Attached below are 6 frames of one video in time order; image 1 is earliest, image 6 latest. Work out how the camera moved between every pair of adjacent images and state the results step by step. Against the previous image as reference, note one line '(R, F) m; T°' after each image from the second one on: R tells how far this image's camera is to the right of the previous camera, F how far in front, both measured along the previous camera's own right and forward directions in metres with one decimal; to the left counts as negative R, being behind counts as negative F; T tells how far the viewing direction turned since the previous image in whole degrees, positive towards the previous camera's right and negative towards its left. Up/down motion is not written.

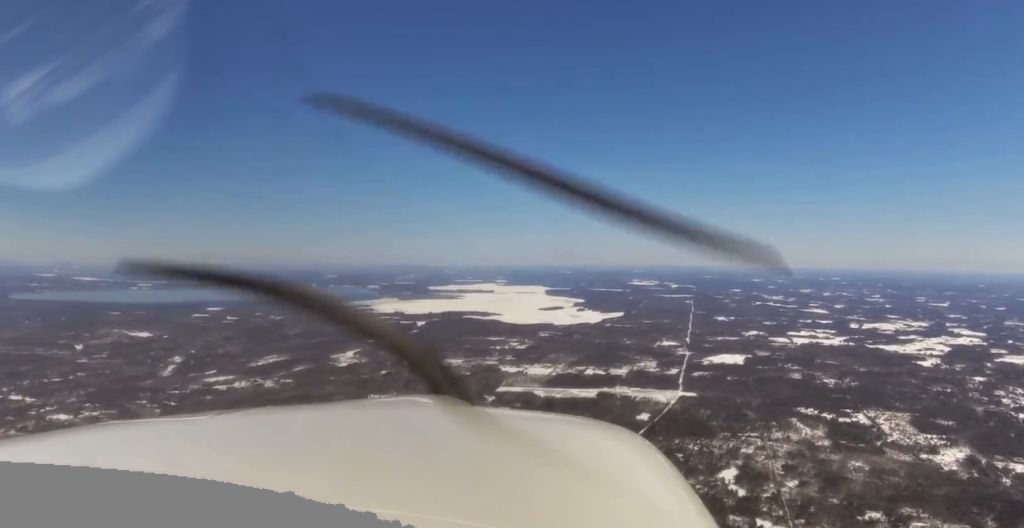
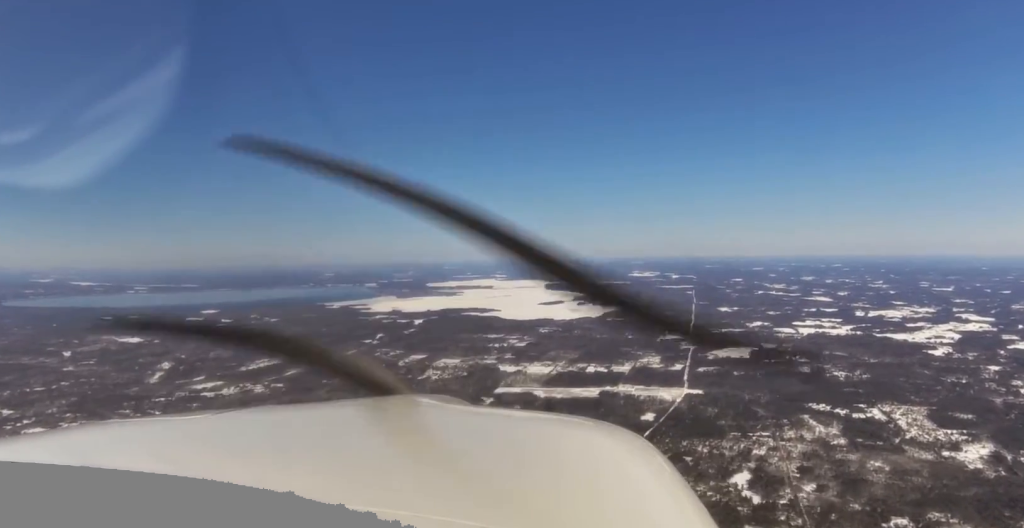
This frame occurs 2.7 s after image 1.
(-3.0, +189.5) m; -1°
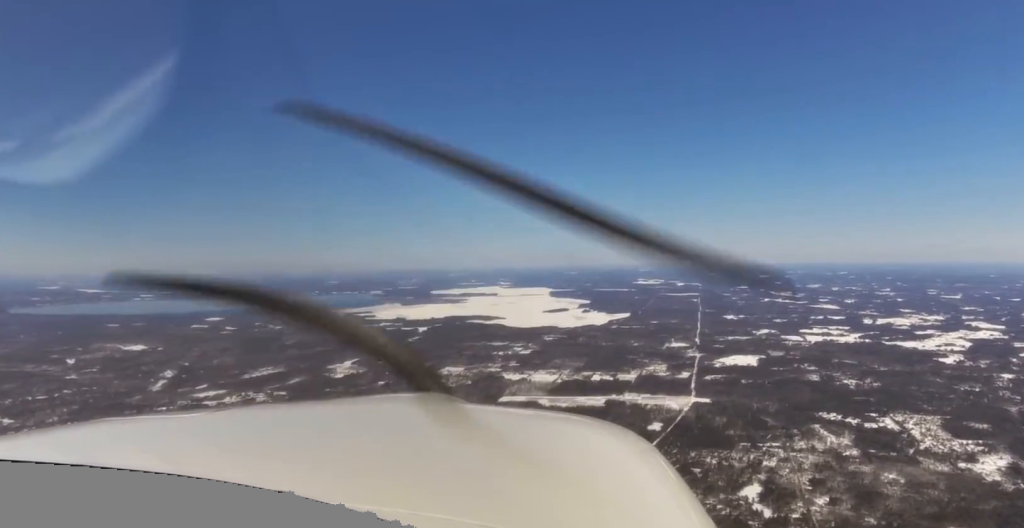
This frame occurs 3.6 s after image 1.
(+0.9, +66.9) m; +1°
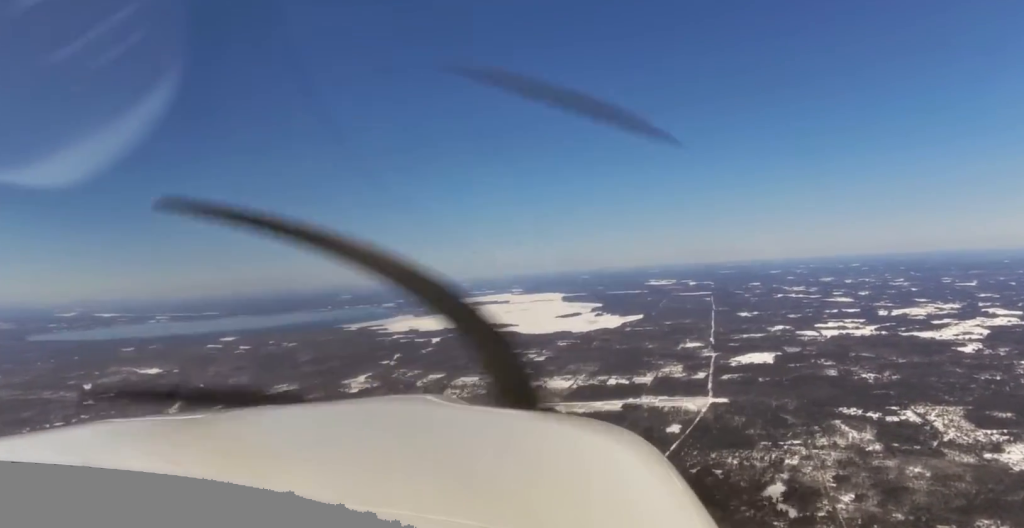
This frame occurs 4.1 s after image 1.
(0.0, +33.5) m; 0°
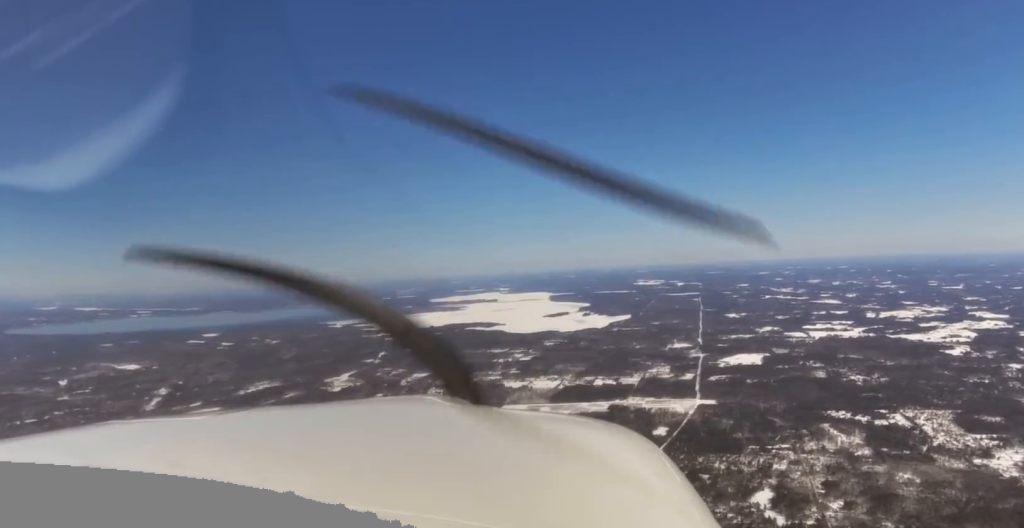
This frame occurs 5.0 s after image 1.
(-0.3, +69.5) m; -1°
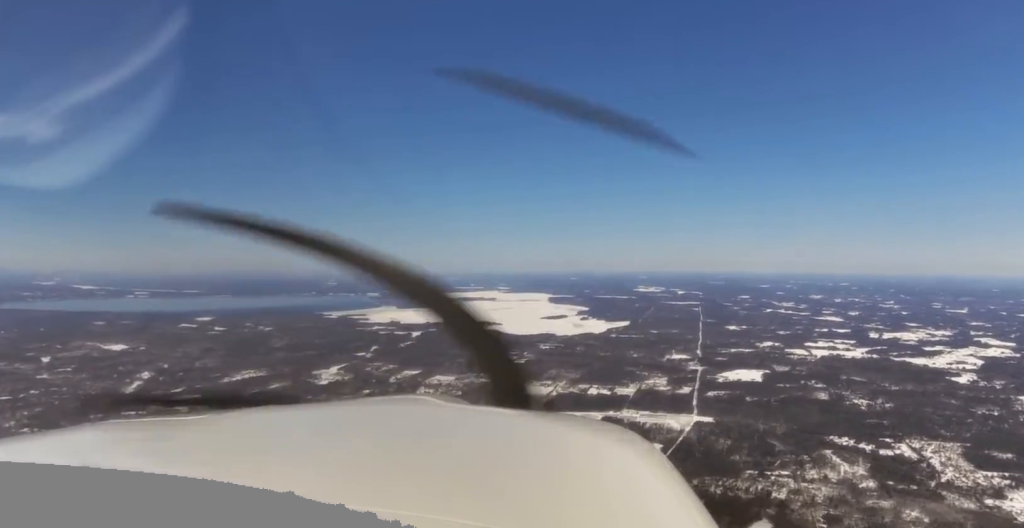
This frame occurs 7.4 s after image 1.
(-1.5, +171.8) m; -1°
